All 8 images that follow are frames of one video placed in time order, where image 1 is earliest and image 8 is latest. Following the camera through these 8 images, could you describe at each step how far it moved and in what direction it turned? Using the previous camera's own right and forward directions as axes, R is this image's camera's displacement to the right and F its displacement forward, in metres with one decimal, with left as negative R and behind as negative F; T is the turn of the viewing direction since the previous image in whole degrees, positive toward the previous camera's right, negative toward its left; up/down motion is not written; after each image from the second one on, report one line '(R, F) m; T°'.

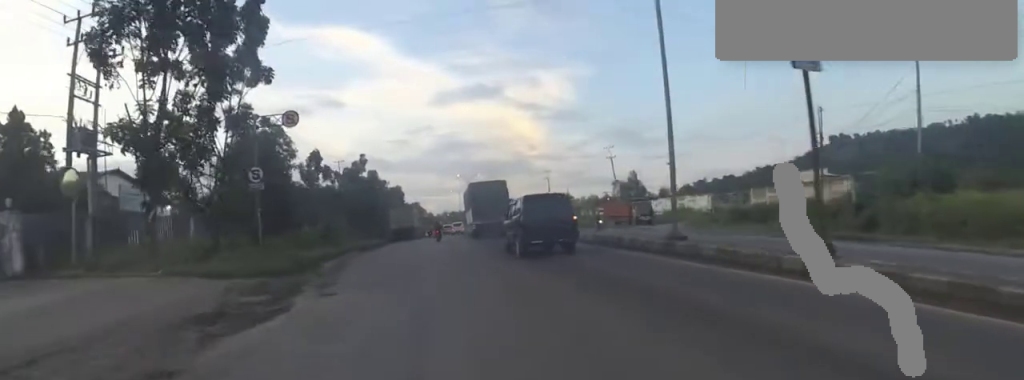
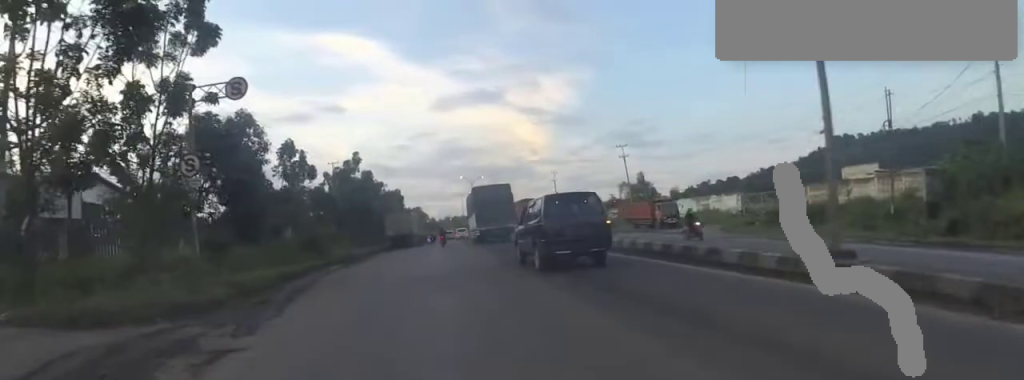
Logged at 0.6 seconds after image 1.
(+0.1, +5.8) m; +2°
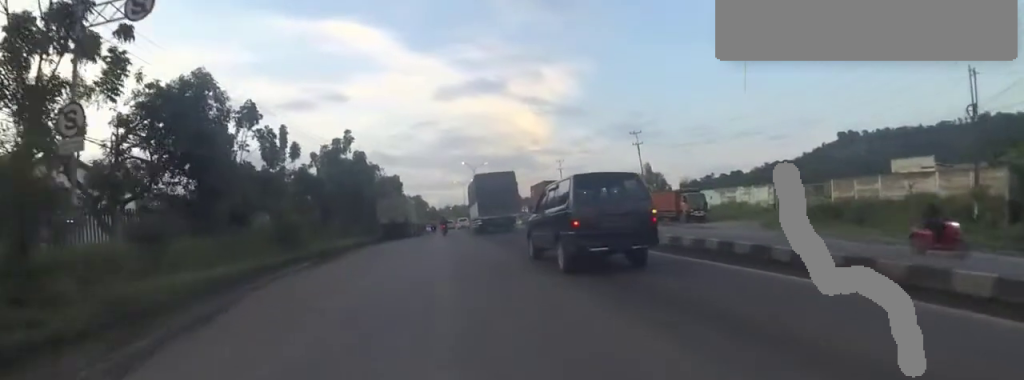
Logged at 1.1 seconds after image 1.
(+0.4, +5.4) m; +4°
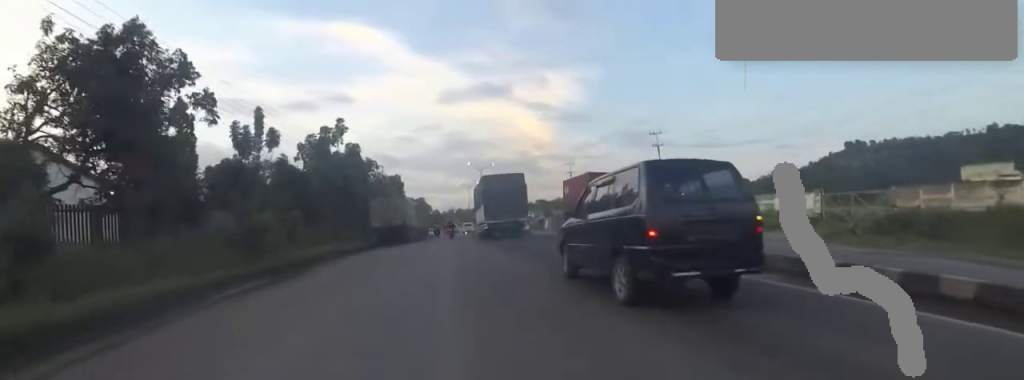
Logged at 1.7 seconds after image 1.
(+0.1, +5.9) m; +1°
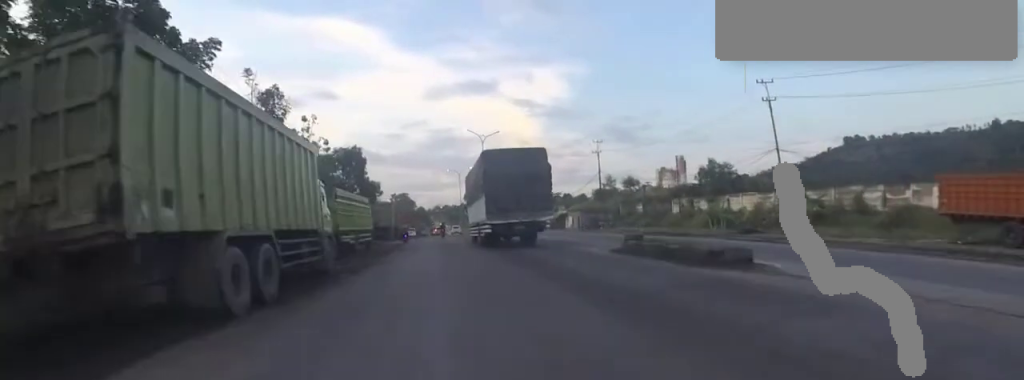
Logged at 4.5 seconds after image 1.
(+0.2, +28.8) m; 0°
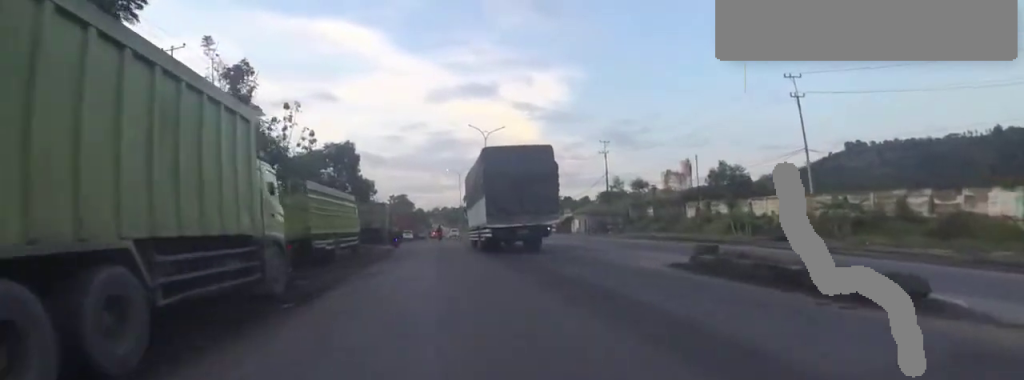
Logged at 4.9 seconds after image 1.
(0.0, +4.1) m; 0°
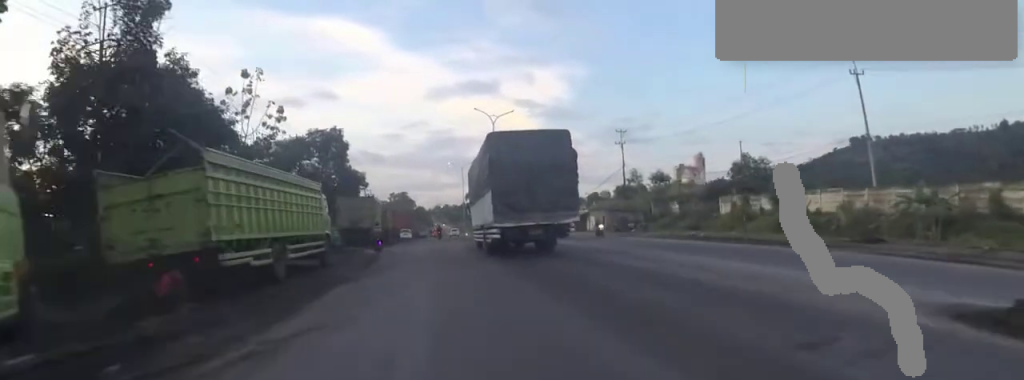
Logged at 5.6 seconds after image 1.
(0.0, +6.8) m; 0°
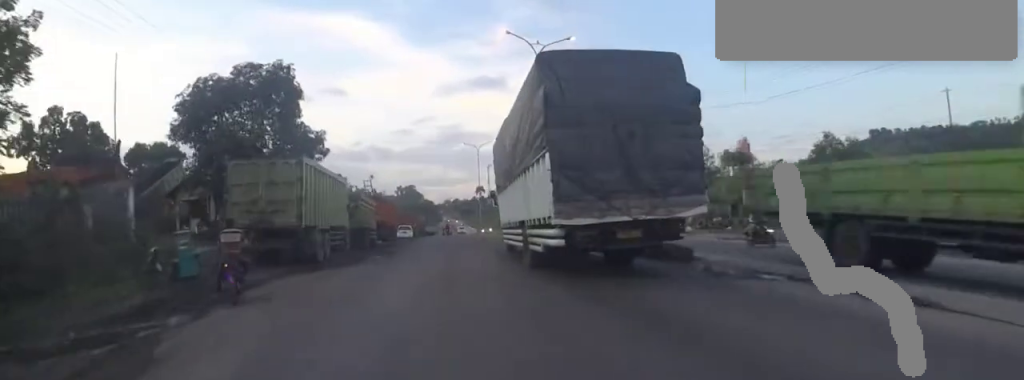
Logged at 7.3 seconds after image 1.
(0.0, +17.6) m; +1°
